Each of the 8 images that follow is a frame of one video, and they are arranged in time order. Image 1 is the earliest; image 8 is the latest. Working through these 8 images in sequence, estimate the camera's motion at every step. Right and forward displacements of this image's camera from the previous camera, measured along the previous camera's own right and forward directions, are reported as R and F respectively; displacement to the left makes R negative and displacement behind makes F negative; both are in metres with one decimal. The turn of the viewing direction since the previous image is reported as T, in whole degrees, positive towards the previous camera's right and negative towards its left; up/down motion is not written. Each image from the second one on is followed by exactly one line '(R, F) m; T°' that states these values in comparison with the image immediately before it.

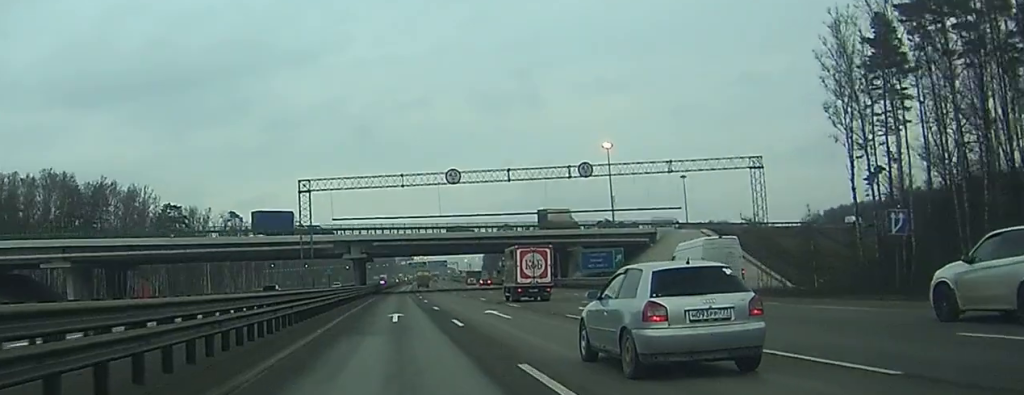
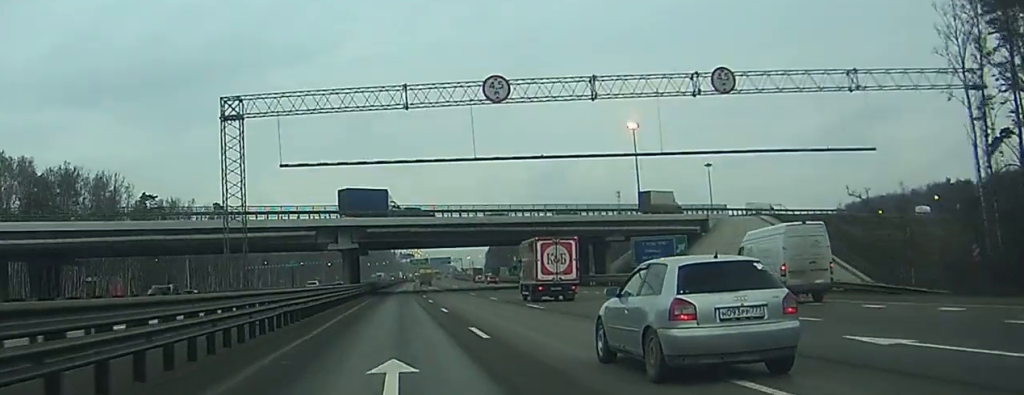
(+0.1, +19.2) m; 0°
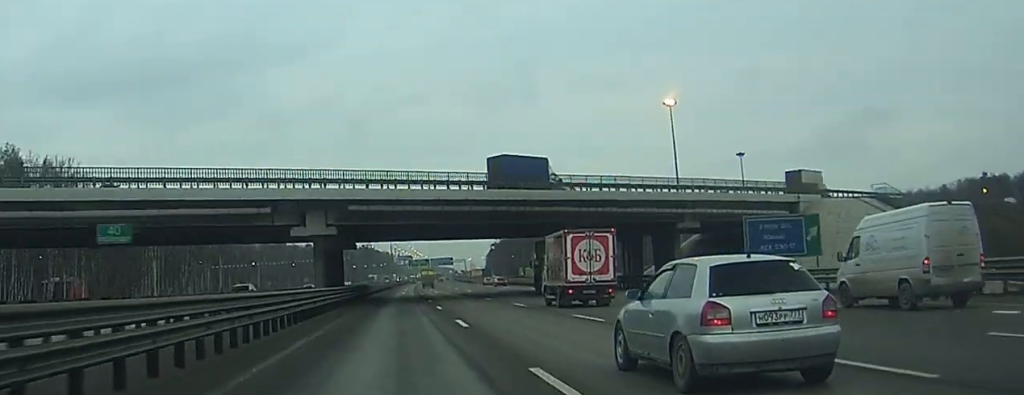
(-0.1, +22.8) m; 0°
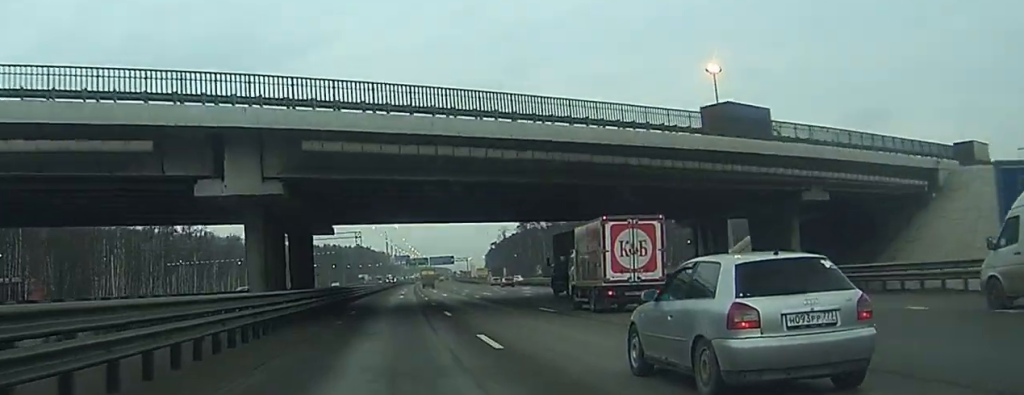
(+0.1, +24.8) m; +2°
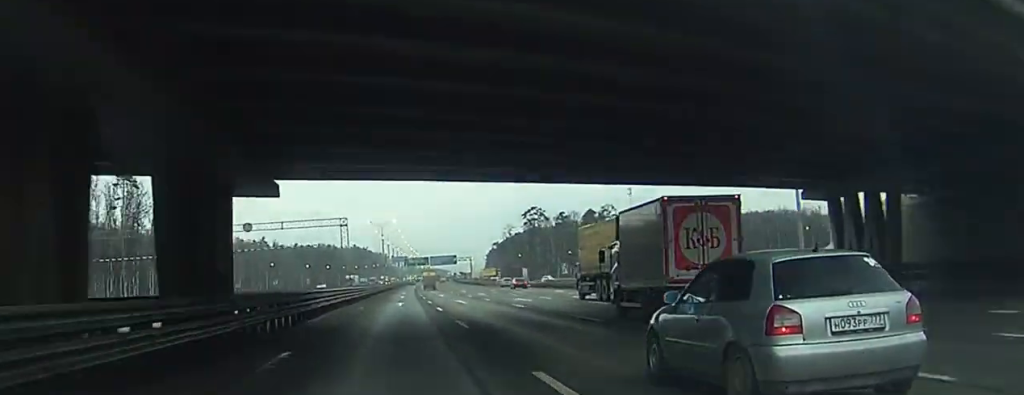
(+0.5, +25.0) m; 0°
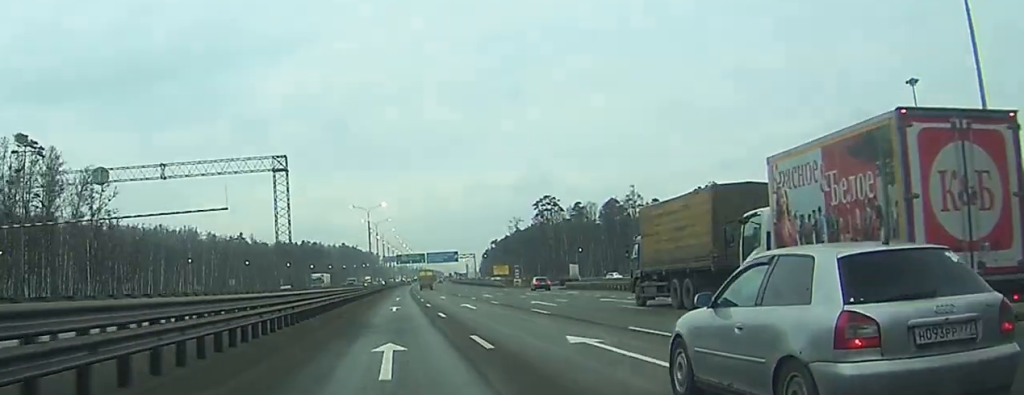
(-1.2, +43.7) m; -2°
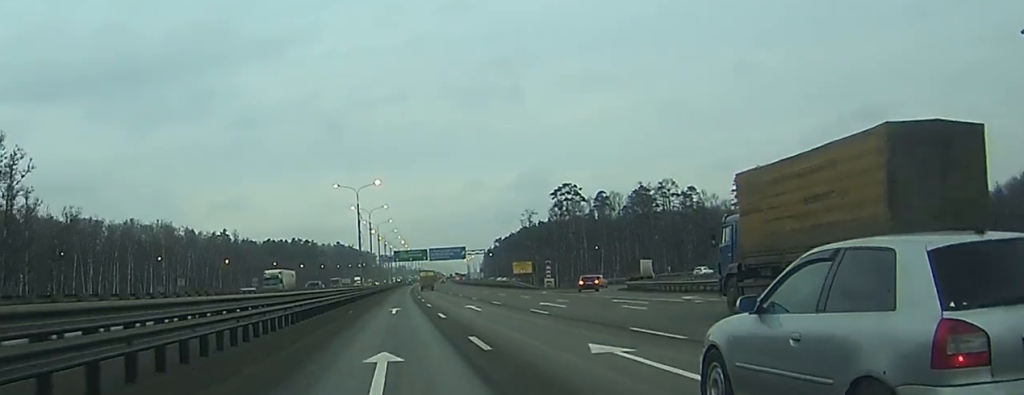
(+0.5, +35.9) m; +1°
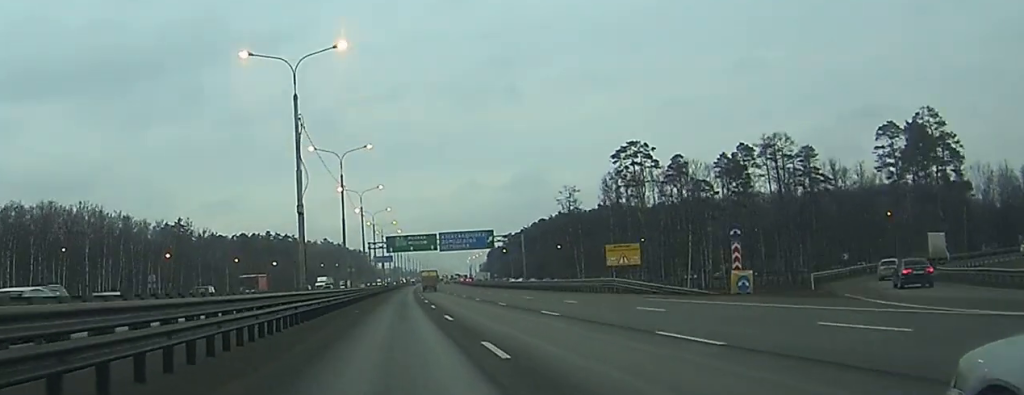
(+0.4, +68.4) m; +1°
